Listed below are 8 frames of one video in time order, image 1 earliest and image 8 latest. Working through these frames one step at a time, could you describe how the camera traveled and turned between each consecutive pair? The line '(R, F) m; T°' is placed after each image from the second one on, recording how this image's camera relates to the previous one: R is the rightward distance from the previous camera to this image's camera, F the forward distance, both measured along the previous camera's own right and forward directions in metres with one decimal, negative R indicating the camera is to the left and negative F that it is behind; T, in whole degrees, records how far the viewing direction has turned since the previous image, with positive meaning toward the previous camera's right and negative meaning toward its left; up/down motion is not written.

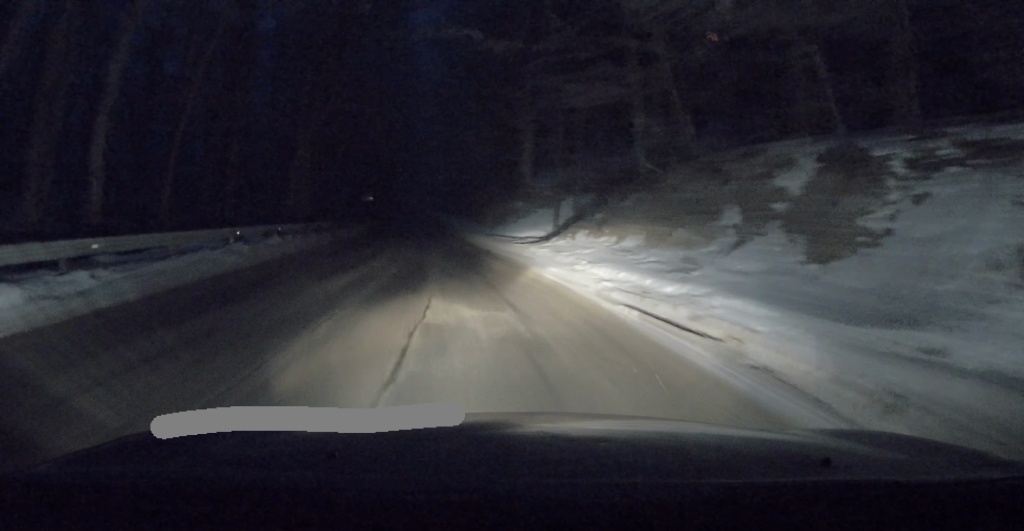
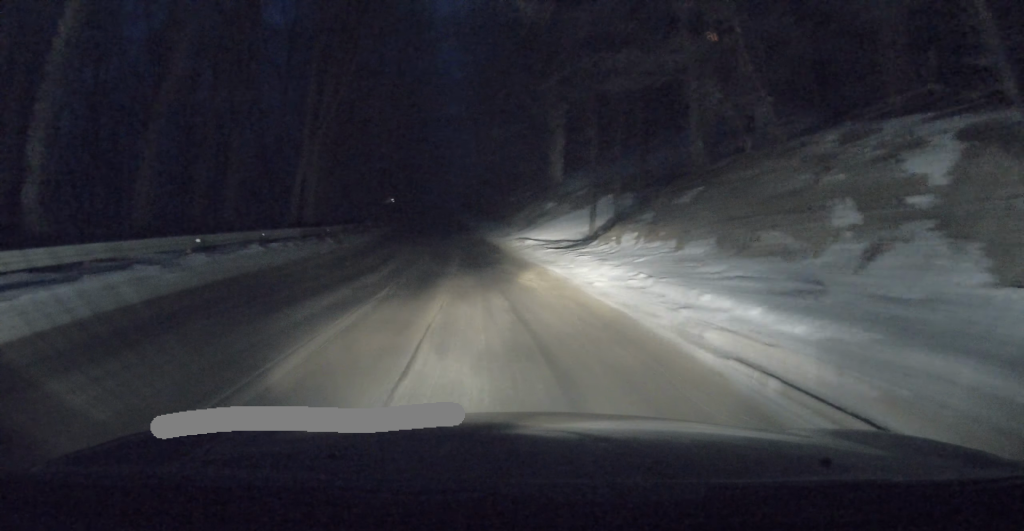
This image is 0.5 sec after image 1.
(0.0, +3.4) m; -2°
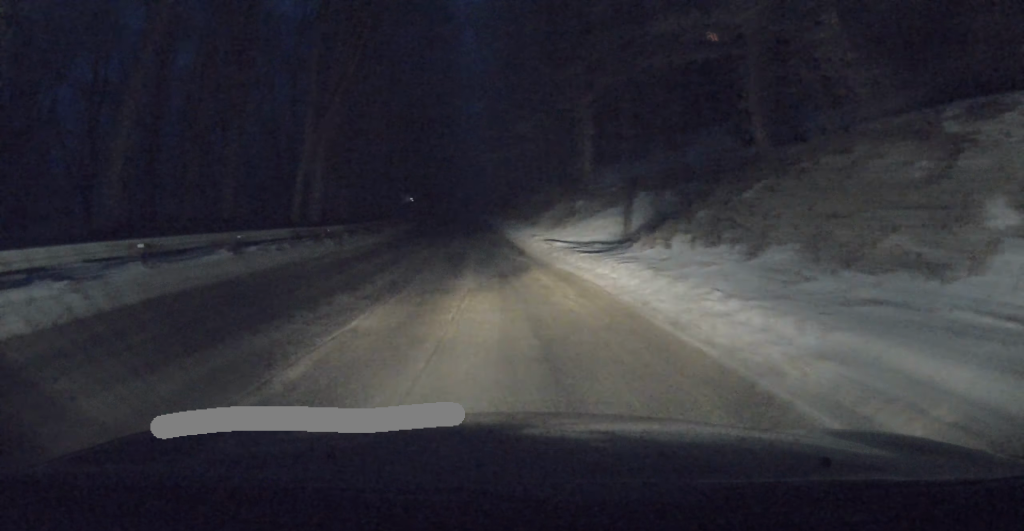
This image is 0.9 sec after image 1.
(-0.2, +2.8) m; 0°
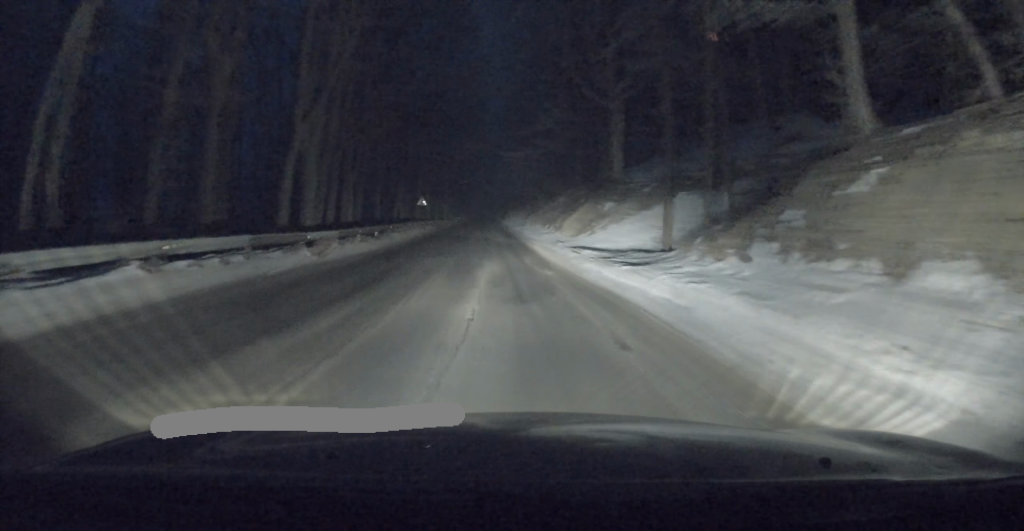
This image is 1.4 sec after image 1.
(-0.1, +3.6) m; -1°
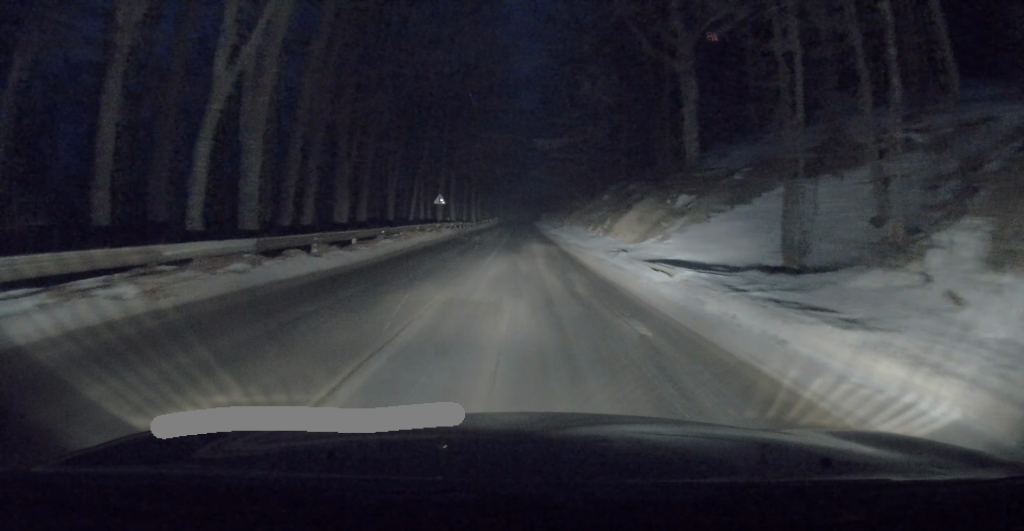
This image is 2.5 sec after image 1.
(+0.2, +8.2) m; -4°
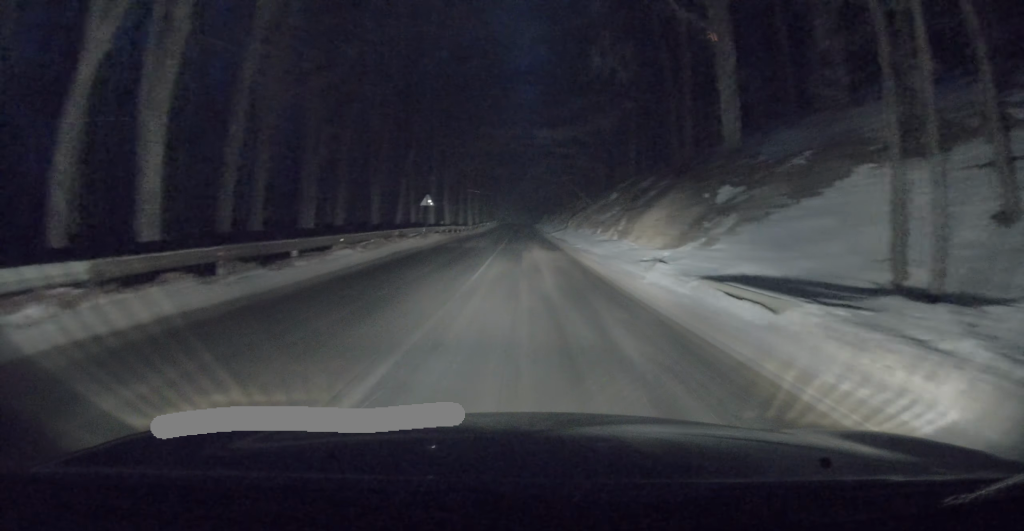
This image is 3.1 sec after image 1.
(-0.4, +4.7) m; -3°
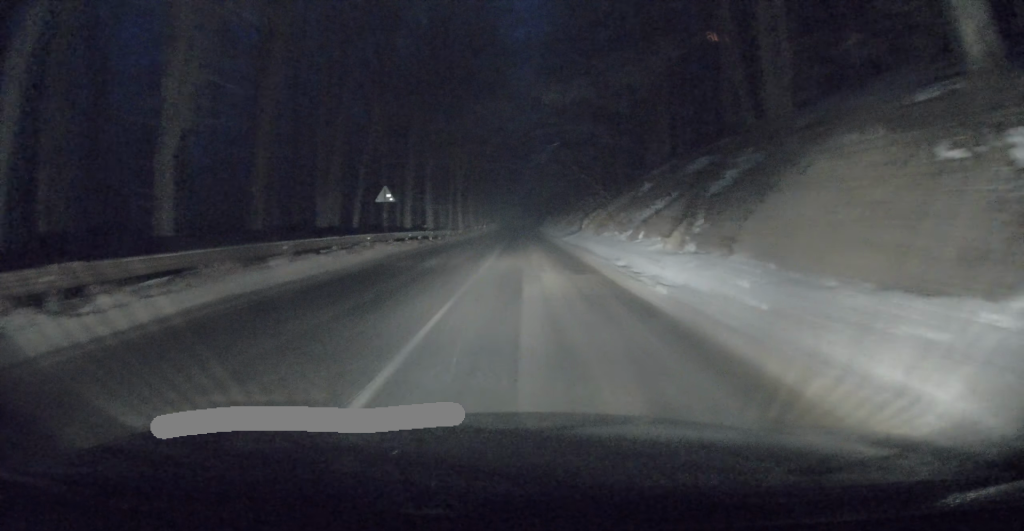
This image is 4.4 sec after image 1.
(-0.3, +11.1) m; -1°
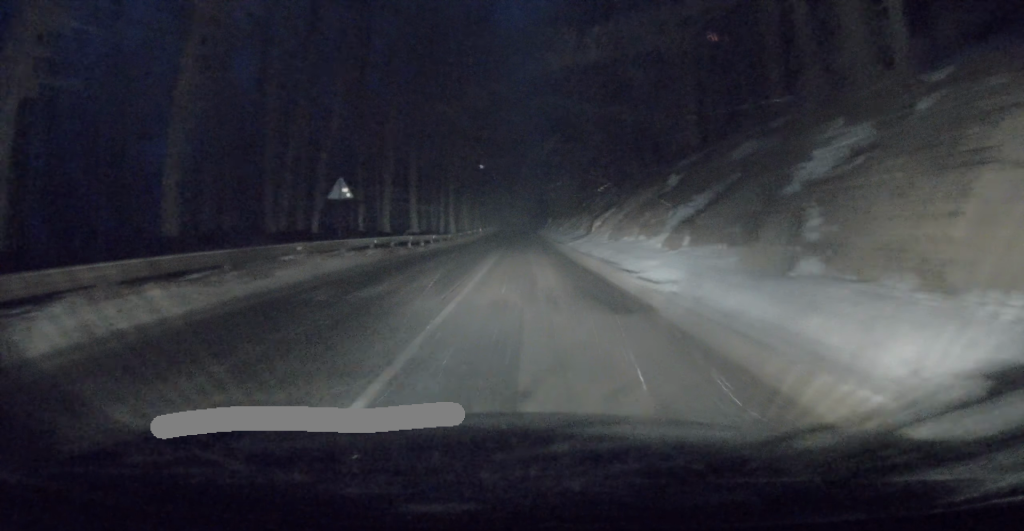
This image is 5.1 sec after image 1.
(0.0, +6.3) m; 0°
